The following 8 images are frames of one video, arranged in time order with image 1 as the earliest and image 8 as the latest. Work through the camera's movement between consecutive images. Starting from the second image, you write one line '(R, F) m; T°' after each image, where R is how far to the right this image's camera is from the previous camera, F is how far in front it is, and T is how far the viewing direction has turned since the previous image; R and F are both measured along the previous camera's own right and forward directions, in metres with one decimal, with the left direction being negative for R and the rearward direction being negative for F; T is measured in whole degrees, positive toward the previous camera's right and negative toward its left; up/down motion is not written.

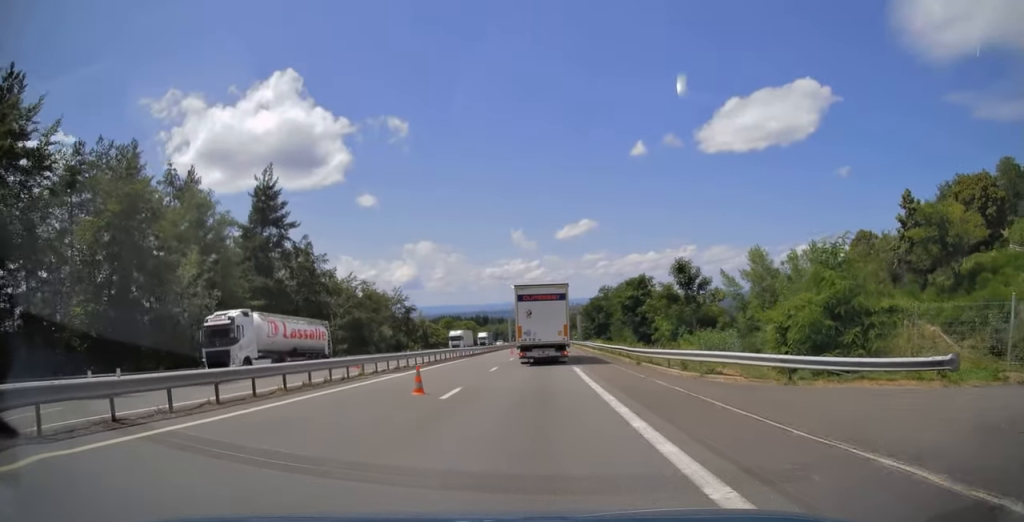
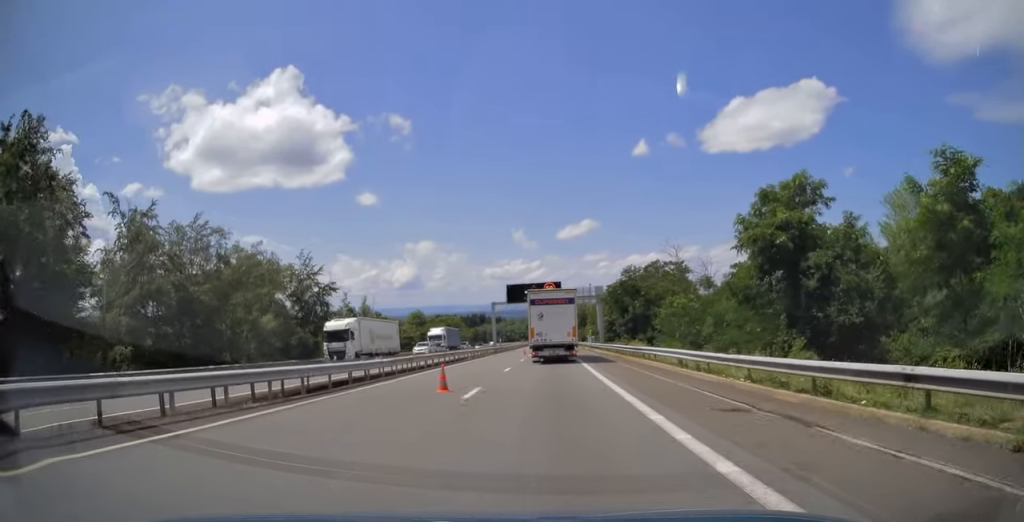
(+0.3, +38.6) m; +1°
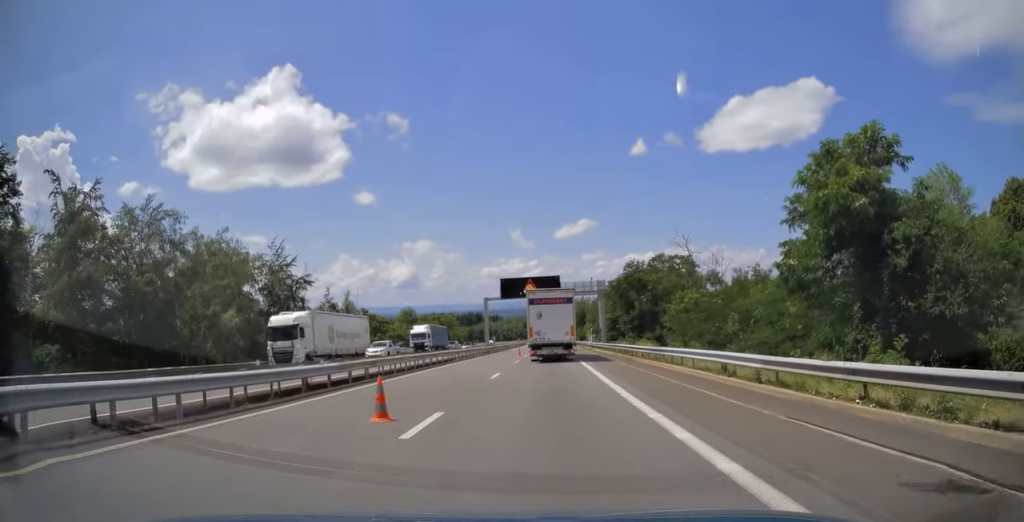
(0.0, +6.0) m; 0°
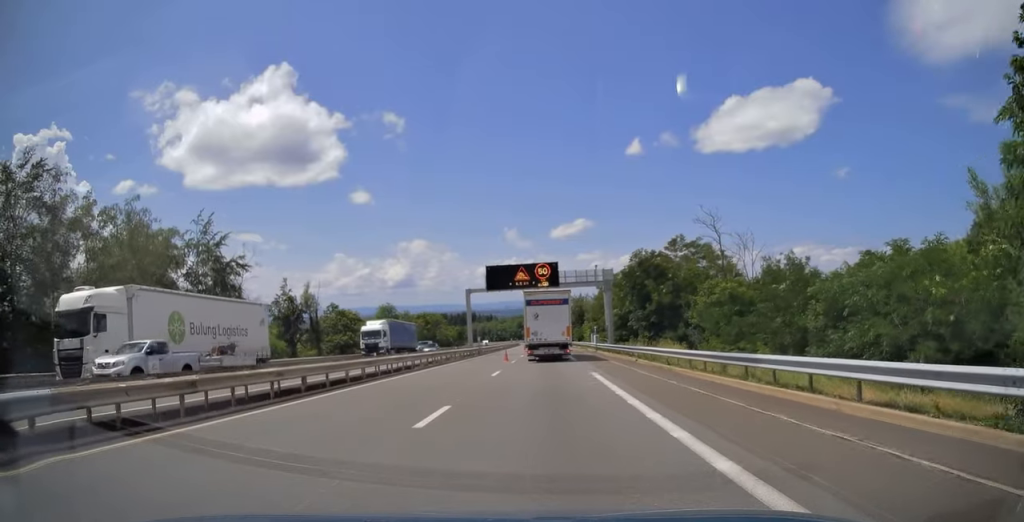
(0.0, +11.9) m; 0°
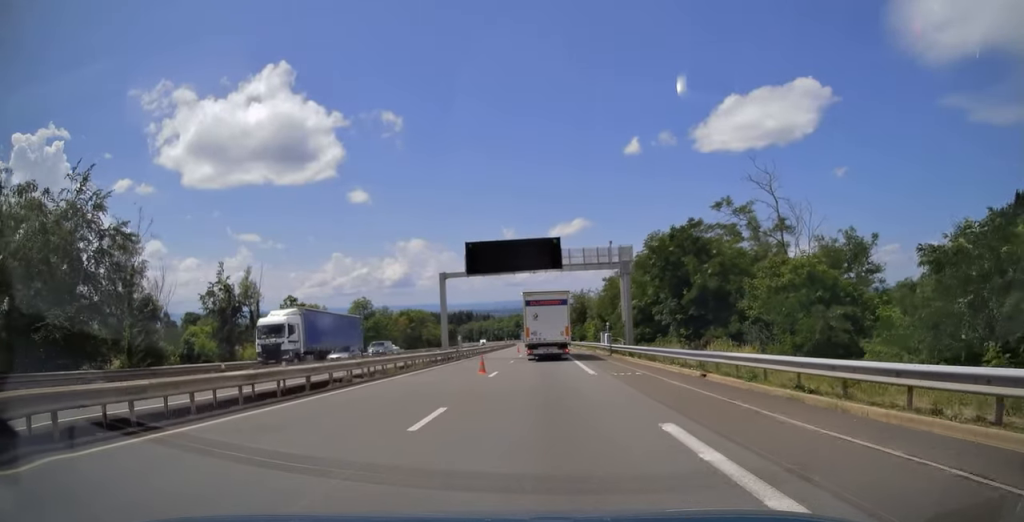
(0.0, +13.6) m; 0°
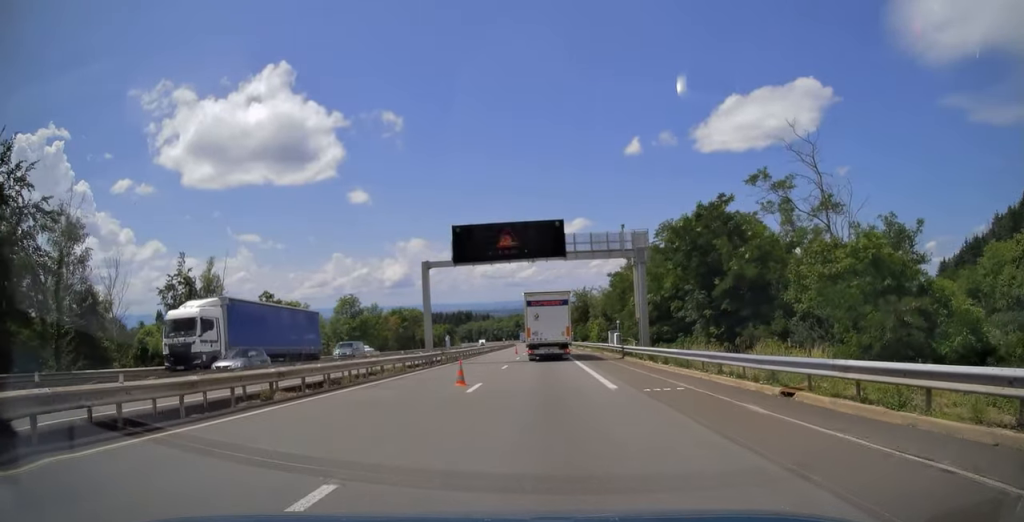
(0.0, +6.5) m; +1°
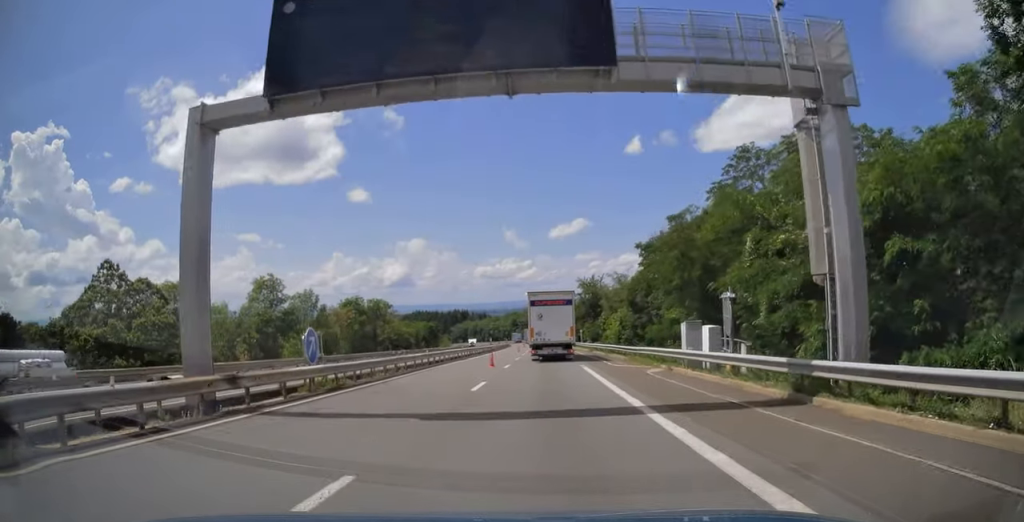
(+0.2, +25.8) m; 0°
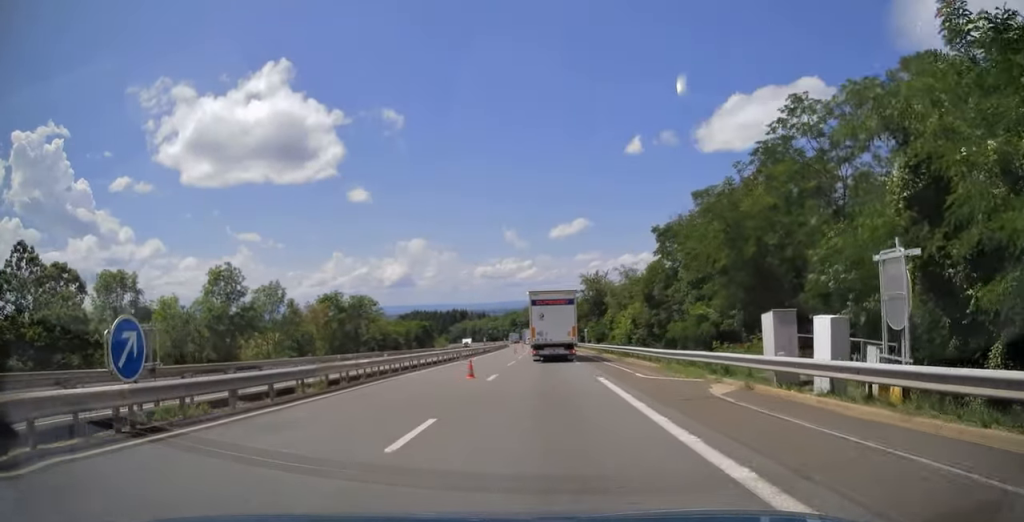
(-0.2, +8.7) m; 0°
